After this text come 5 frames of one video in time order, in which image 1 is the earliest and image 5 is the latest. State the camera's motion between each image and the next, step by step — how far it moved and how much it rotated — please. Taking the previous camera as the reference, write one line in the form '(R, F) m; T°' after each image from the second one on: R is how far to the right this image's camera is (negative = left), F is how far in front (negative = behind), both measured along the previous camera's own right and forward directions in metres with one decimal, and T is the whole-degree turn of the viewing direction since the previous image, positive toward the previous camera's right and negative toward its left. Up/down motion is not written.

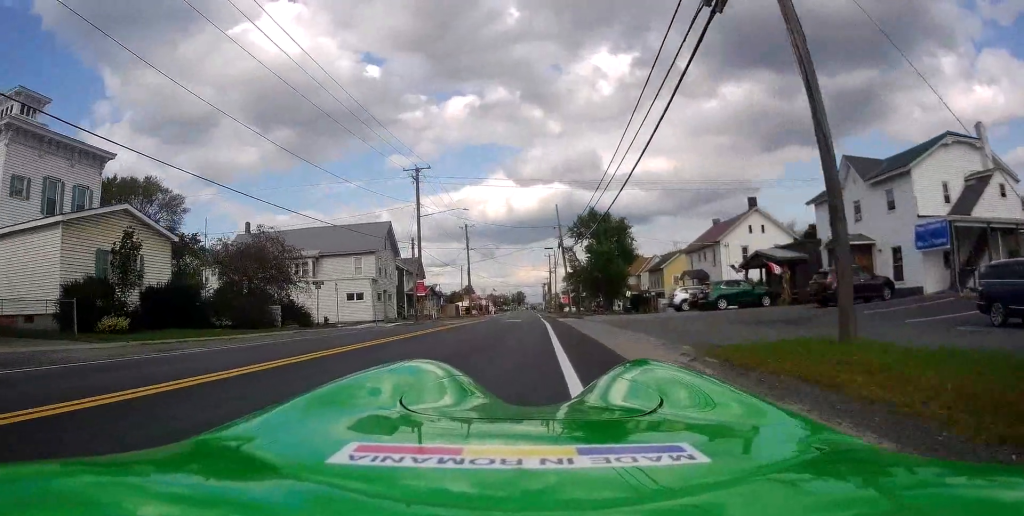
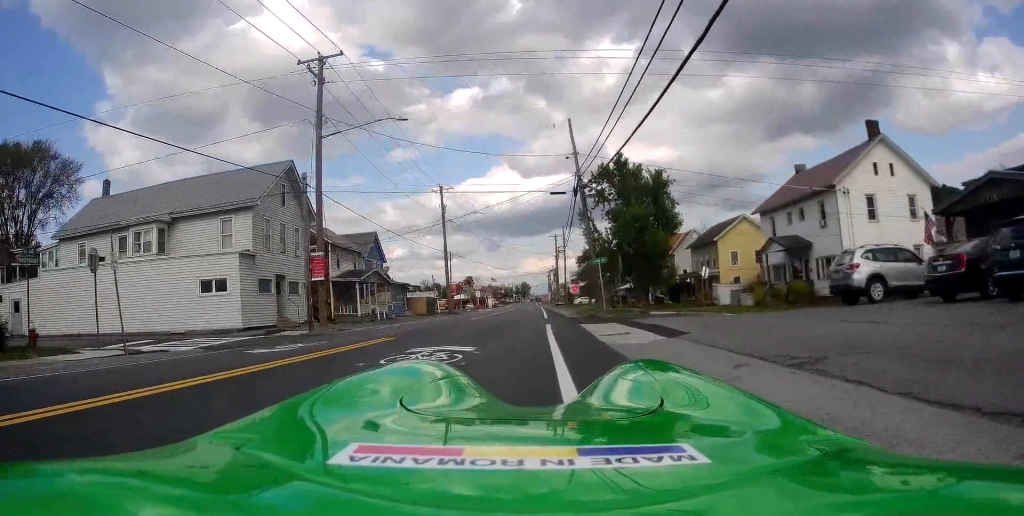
(-0.6, +23.6) m; -2°
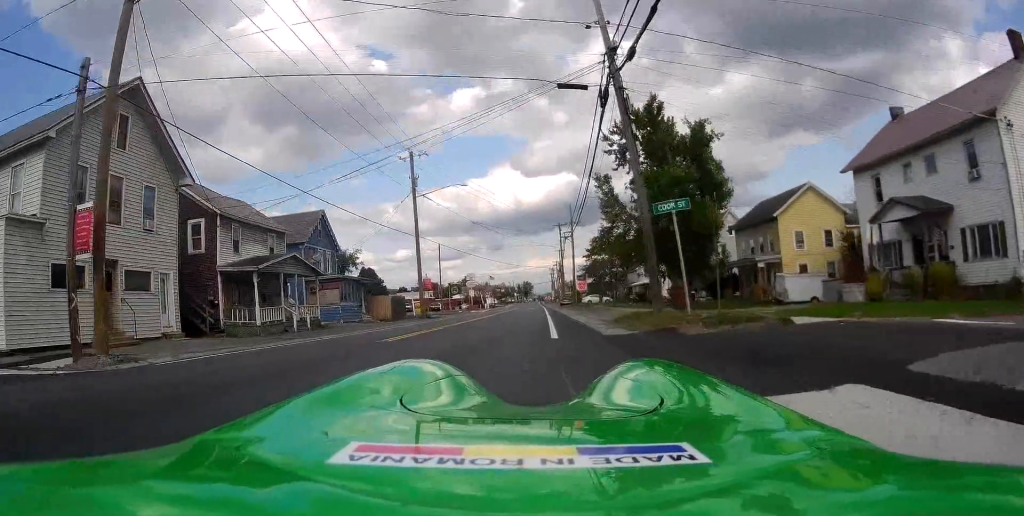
(0.0, +15.0) m; -2°
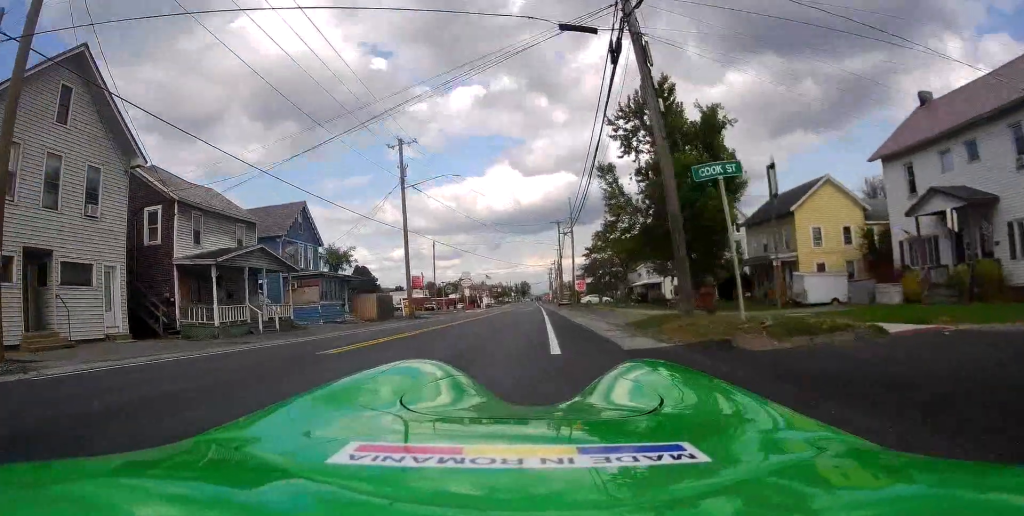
(-0.1, +3.2) m; 0°
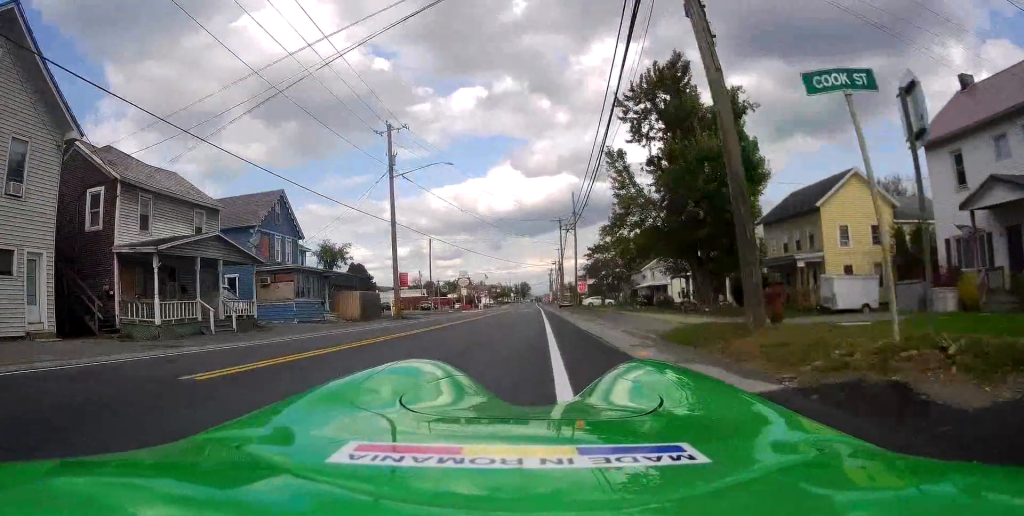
(-0.1, +3.8) m; 0°
